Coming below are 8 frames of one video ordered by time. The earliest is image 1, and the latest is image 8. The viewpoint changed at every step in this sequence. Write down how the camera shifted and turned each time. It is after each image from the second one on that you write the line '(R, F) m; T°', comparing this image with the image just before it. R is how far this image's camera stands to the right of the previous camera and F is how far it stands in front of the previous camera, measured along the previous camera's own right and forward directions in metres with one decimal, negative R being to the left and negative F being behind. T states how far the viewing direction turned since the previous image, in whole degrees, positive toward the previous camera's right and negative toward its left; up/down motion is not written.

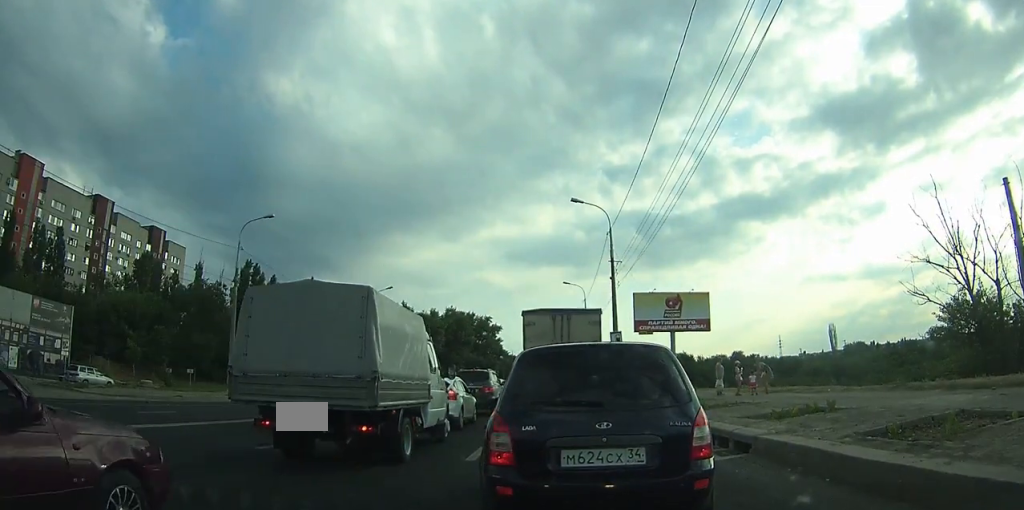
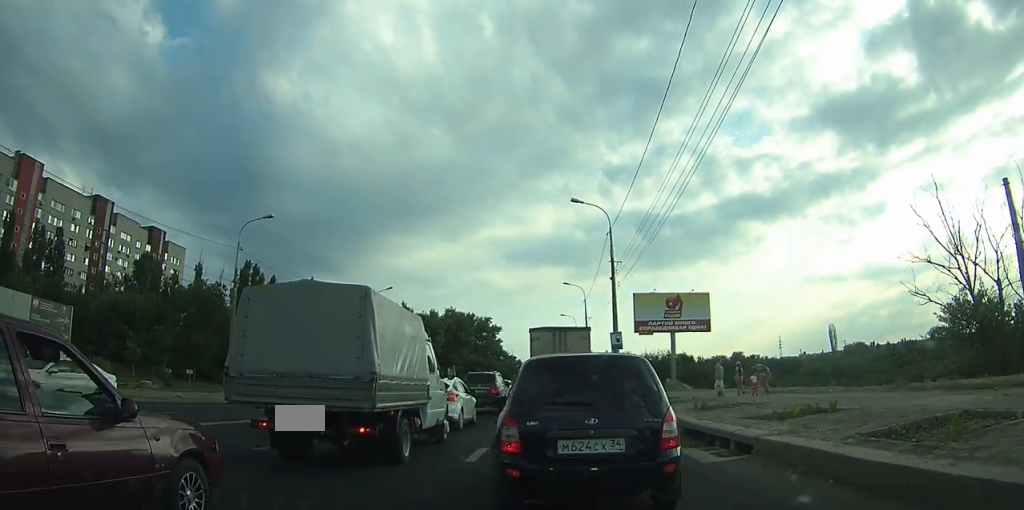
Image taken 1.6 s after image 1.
(0.0, +1.7) m; 0°
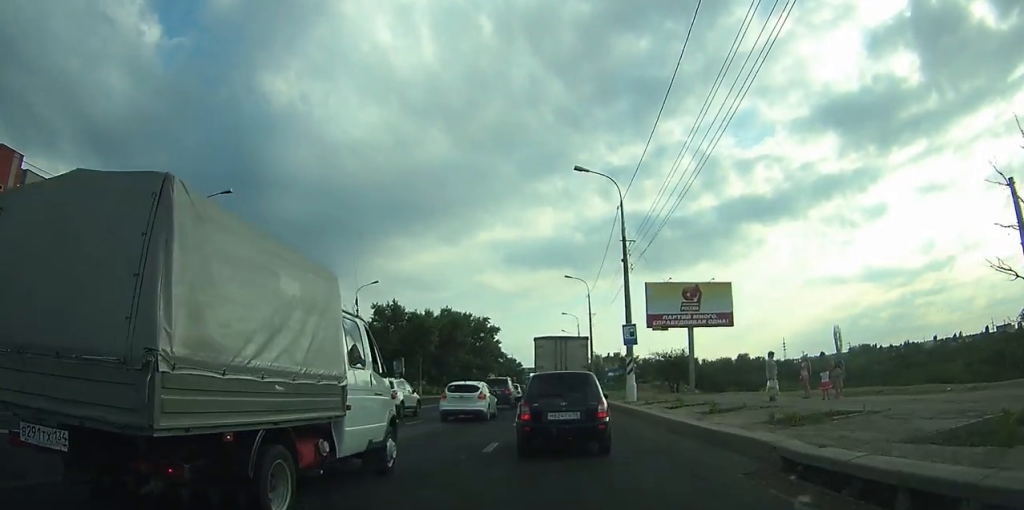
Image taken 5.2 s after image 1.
(-0.1, +6.2) m; -2°
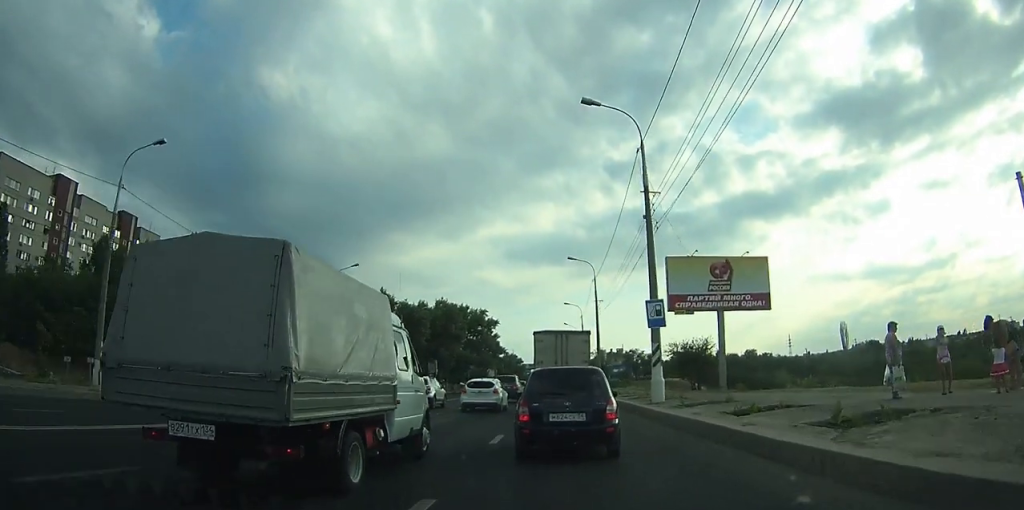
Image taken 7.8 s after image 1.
(-0.1, +6.1) m; -1°
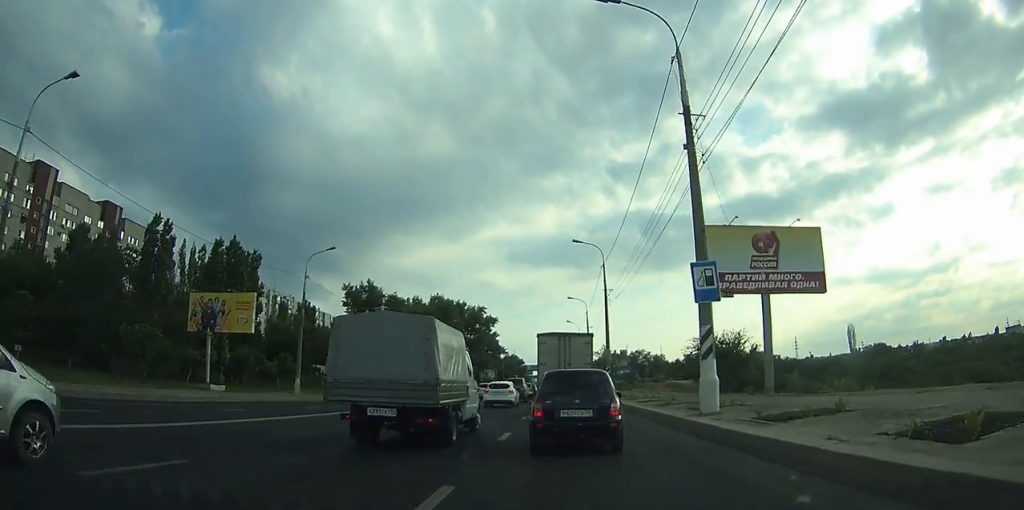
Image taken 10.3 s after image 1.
(-0.1, +6.9) m; 0°
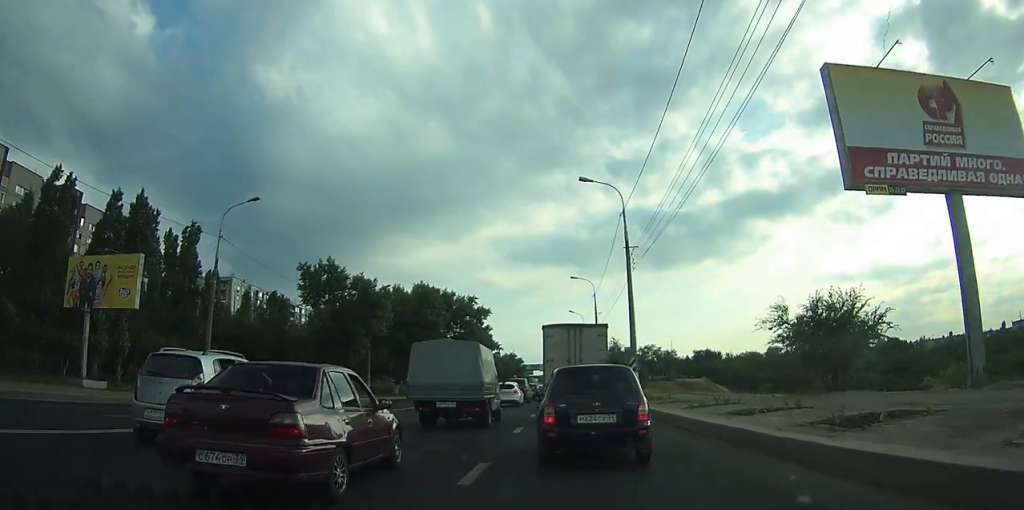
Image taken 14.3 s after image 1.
(+0.3, +12.4) m; +2°
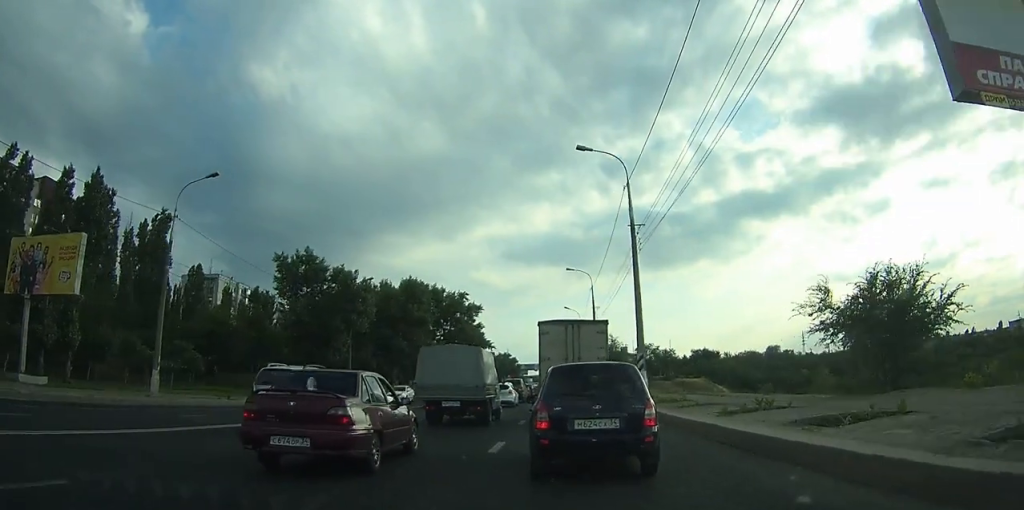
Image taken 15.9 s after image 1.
(+0.2, +4.8) m; 0°
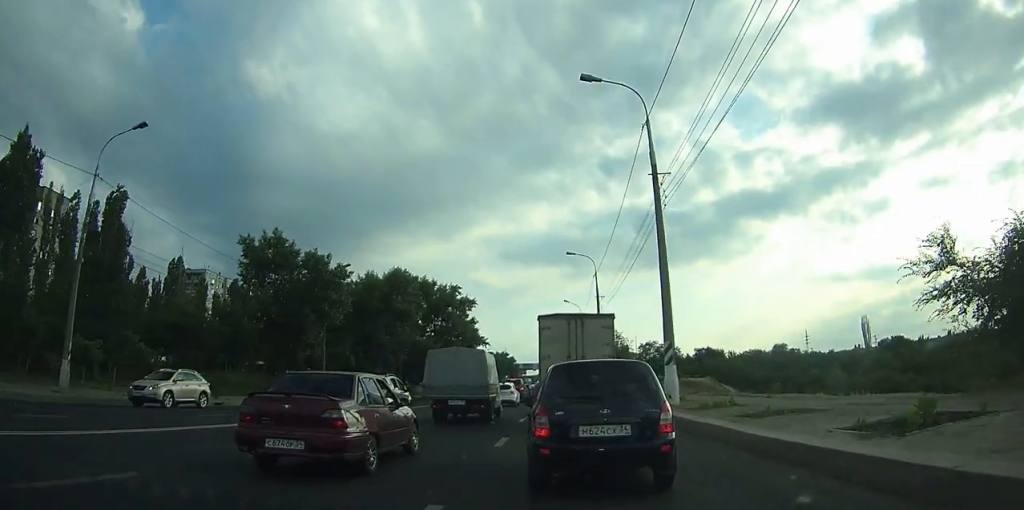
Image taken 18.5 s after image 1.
(-0.2, +6.9) m; -2°
